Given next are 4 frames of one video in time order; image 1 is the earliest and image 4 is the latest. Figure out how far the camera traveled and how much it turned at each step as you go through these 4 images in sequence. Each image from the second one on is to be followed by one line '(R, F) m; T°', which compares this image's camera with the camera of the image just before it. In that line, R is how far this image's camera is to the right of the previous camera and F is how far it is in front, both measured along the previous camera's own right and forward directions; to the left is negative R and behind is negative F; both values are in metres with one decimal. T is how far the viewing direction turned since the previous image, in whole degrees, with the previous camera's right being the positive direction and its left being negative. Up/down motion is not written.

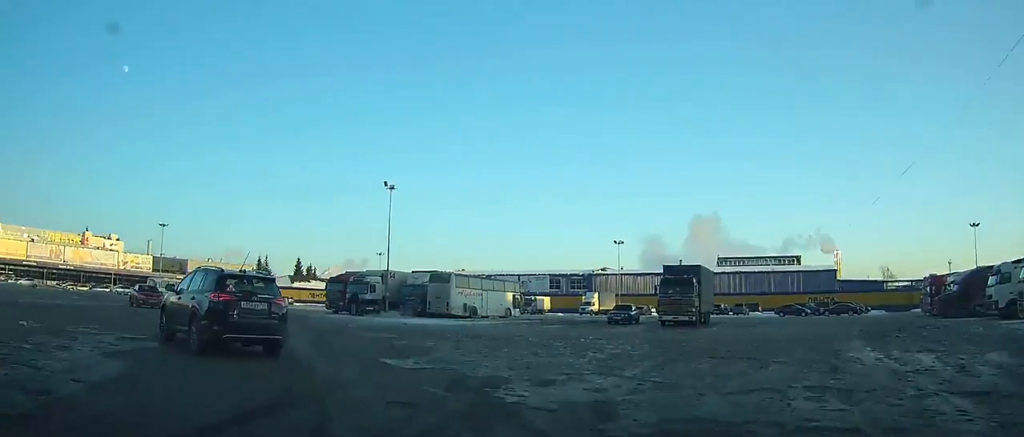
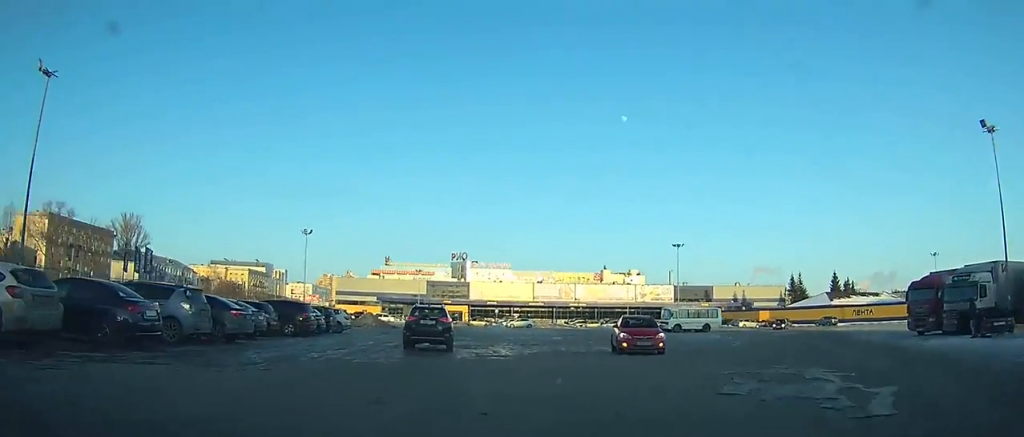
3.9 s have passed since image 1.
(-7.4, +17.1) m; -41°
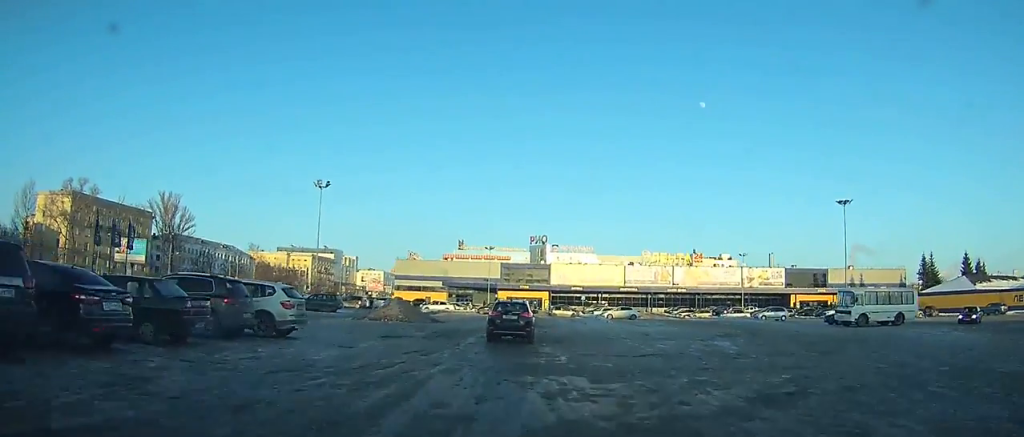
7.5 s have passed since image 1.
(-2.9, +21.2) m; -9°
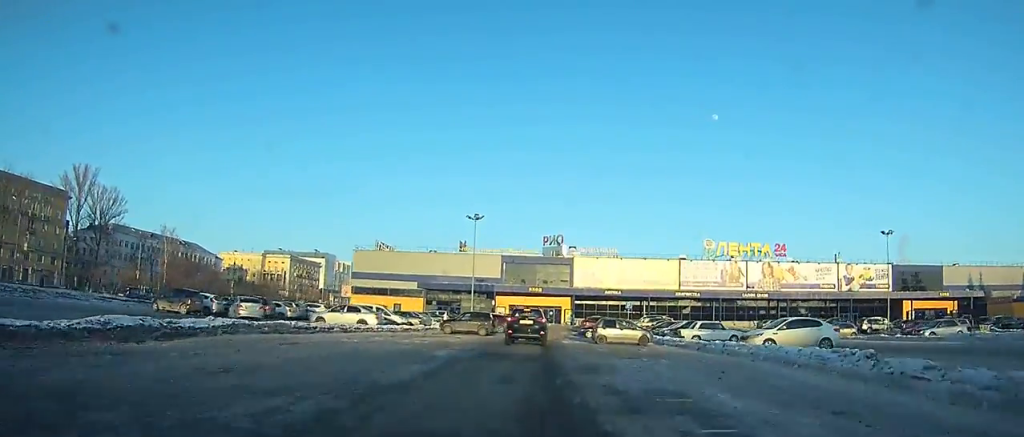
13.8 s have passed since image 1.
(-0.7, +39.9) m; -1°
